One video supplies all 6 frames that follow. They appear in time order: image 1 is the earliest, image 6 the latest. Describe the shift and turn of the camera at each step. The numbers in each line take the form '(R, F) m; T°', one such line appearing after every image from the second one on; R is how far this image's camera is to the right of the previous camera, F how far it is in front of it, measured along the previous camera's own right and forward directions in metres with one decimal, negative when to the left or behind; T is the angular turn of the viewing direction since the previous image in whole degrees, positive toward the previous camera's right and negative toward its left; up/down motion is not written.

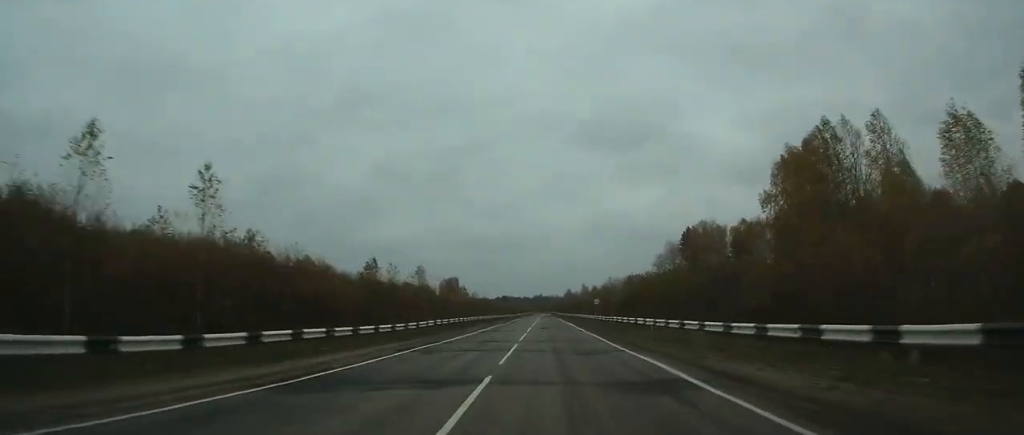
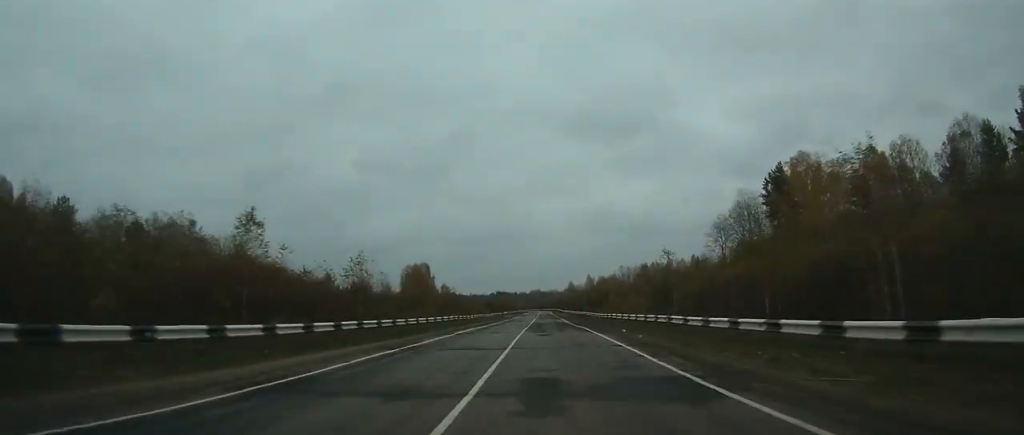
(+0.1, +67.7) m; 0°
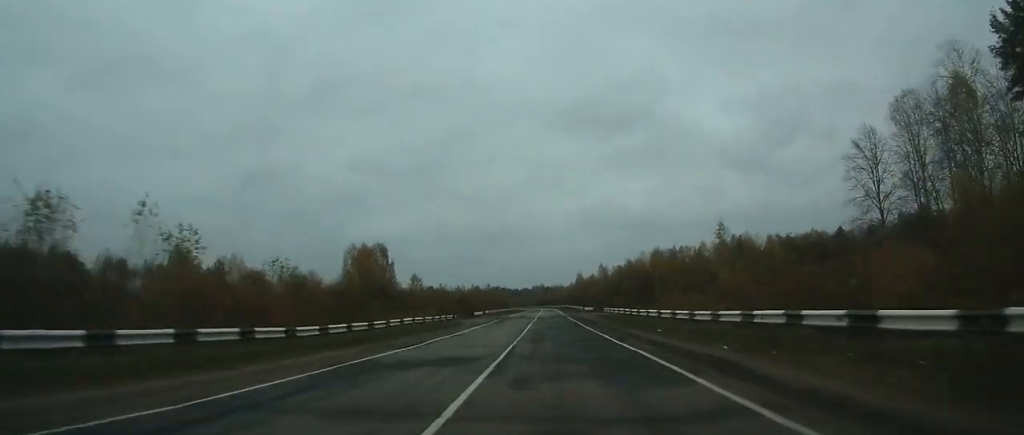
(-0.1, +65.5) m; 0°
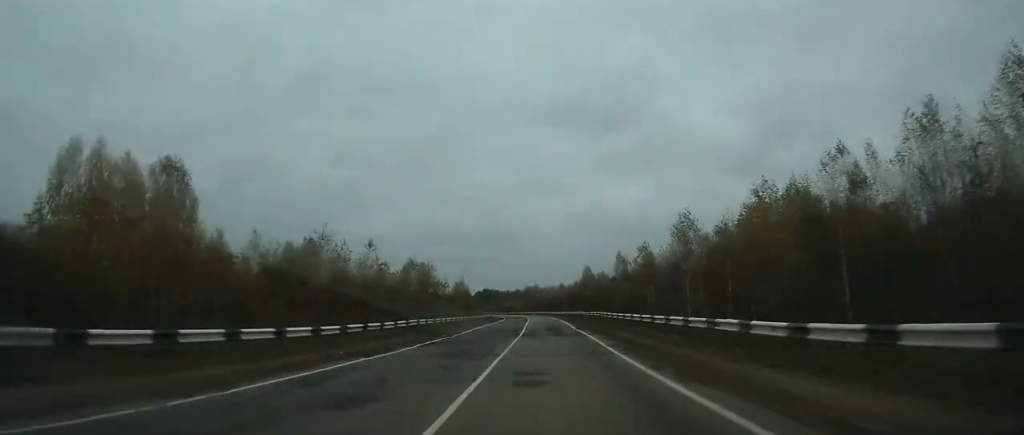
(+0.1, +97.4) m; 0°
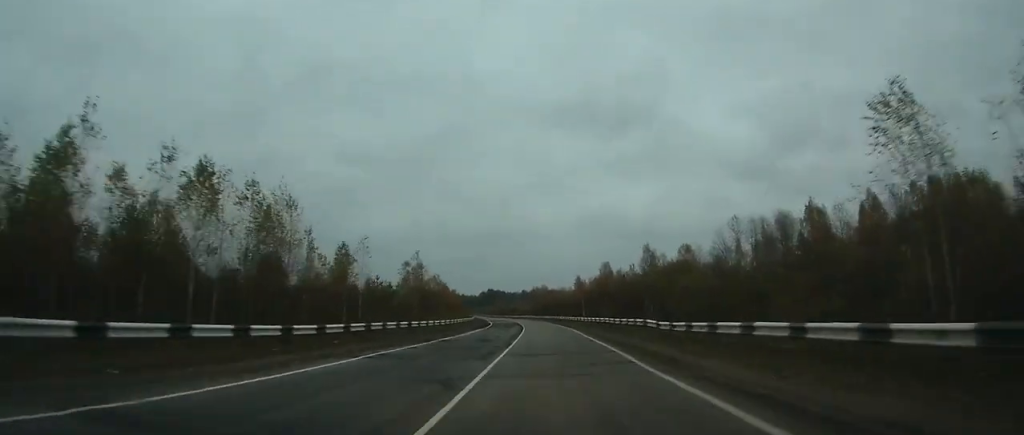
(-0.1, +42.0) m; -1°
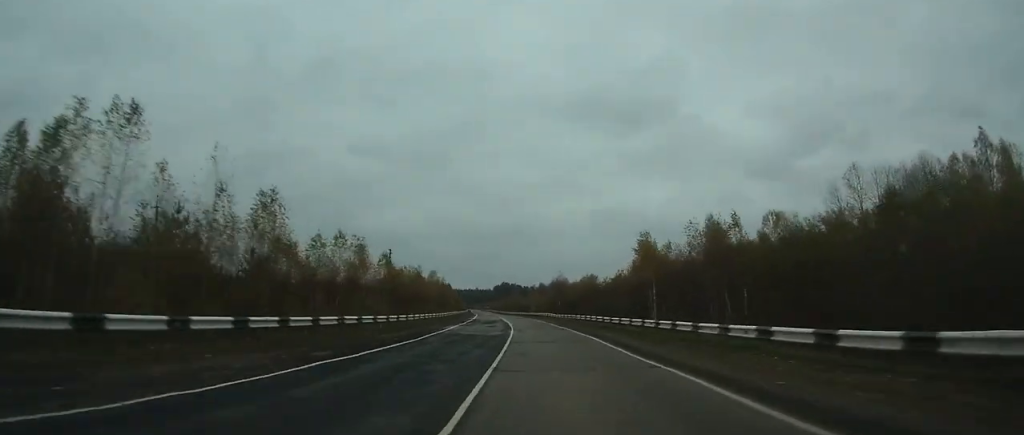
(-0.9, +51.2) m; -2°
